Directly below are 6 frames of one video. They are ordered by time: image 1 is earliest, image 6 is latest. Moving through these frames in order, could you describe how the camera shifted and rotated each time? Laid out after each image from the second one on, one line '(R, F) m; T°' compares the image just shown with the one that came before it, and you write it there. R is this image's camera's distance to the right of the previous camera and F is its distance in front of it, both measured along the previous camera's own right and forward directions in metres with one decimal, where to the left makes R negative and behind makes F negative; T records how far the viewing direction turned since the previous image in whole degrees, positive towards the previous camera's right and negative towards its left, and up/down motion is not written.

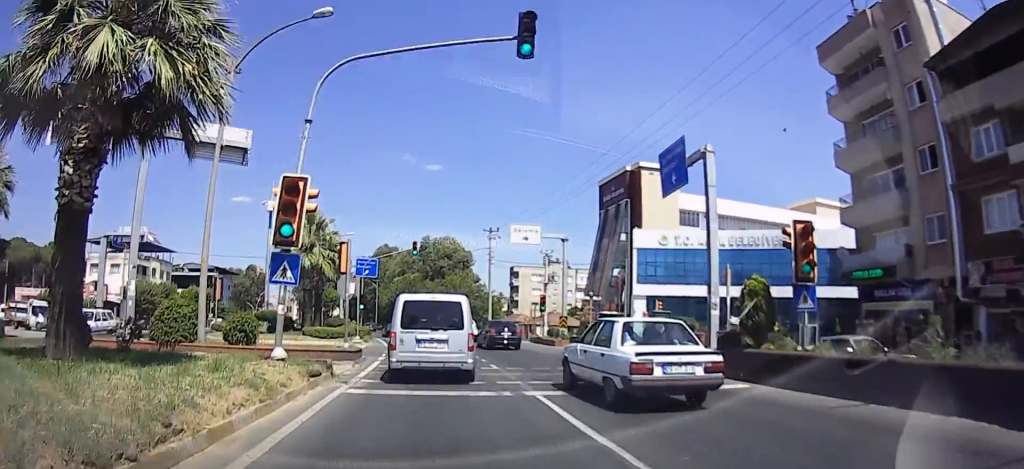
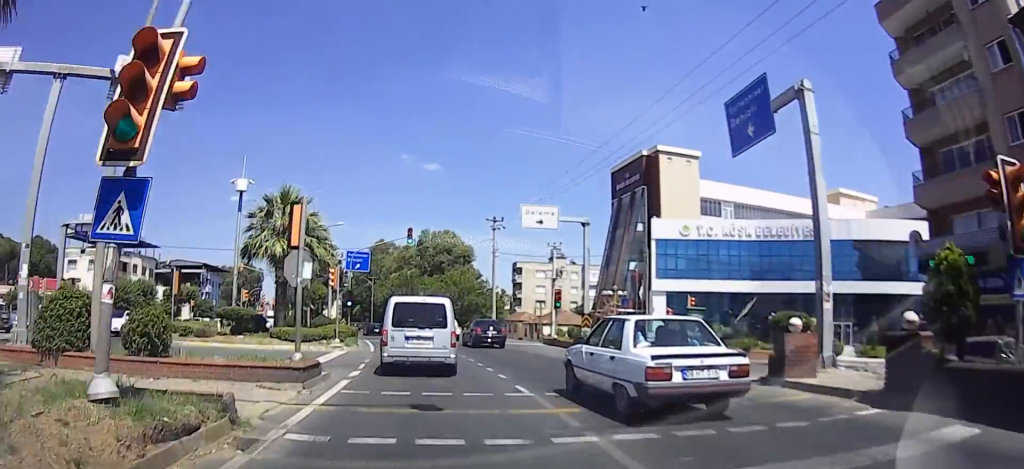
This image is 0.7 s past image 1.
(0.0, +6.8) m; 0°
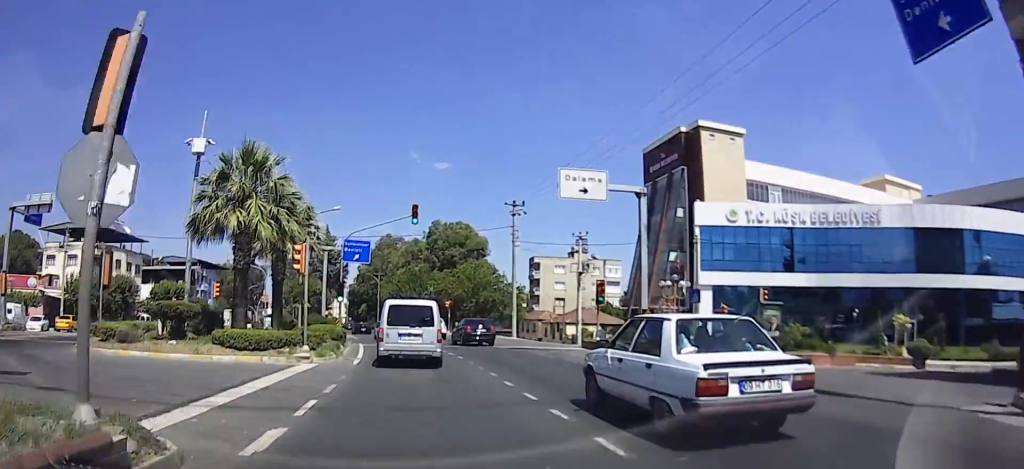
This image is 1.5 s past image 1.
(0.0, +7.3) m; 0°
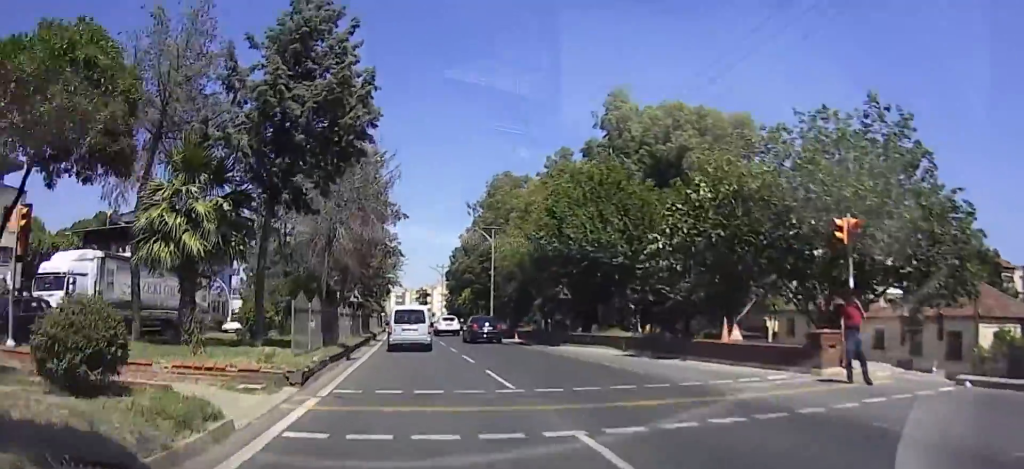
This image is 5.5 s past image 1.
(0.0, +40.5) m; 0°
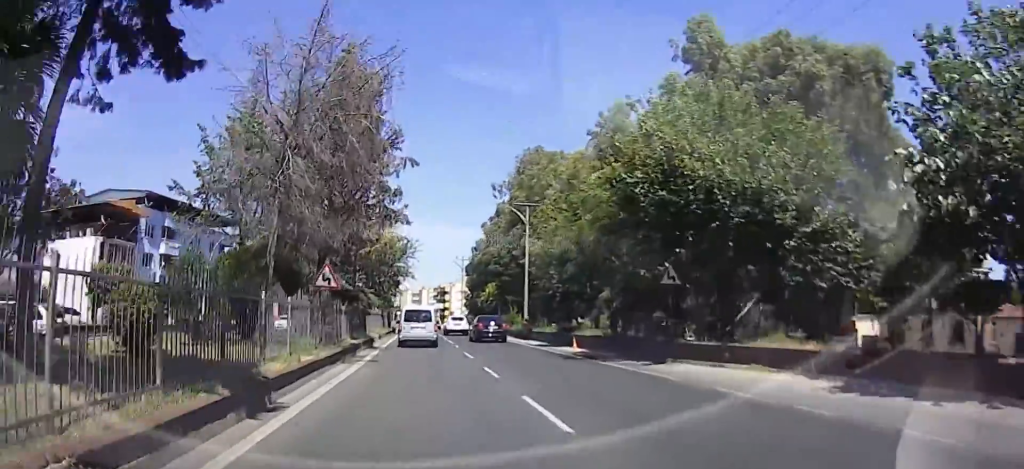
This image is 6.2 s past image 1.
(0.0, +9.3) m; 0°
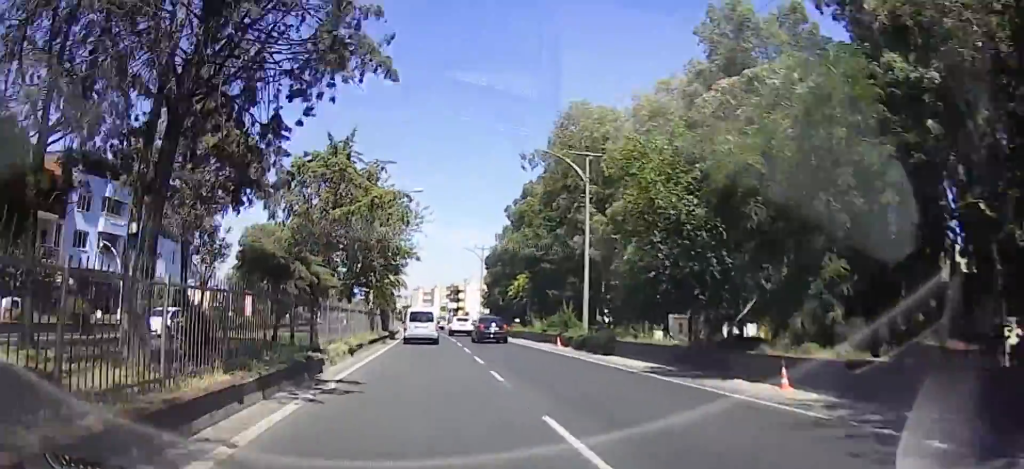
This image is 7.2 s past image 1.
(0.0, +11.9) m; 0°
